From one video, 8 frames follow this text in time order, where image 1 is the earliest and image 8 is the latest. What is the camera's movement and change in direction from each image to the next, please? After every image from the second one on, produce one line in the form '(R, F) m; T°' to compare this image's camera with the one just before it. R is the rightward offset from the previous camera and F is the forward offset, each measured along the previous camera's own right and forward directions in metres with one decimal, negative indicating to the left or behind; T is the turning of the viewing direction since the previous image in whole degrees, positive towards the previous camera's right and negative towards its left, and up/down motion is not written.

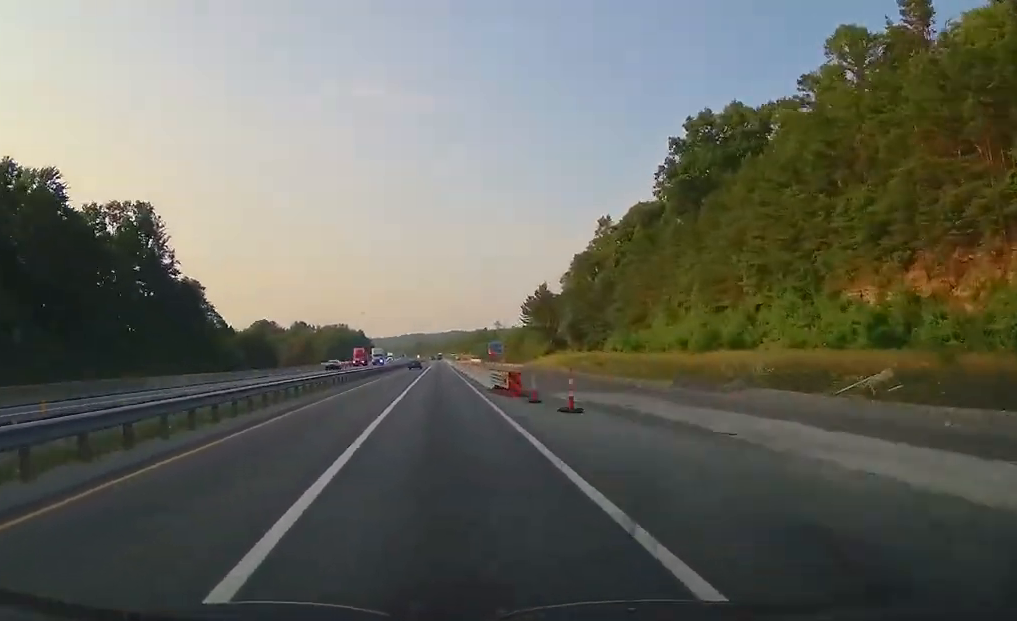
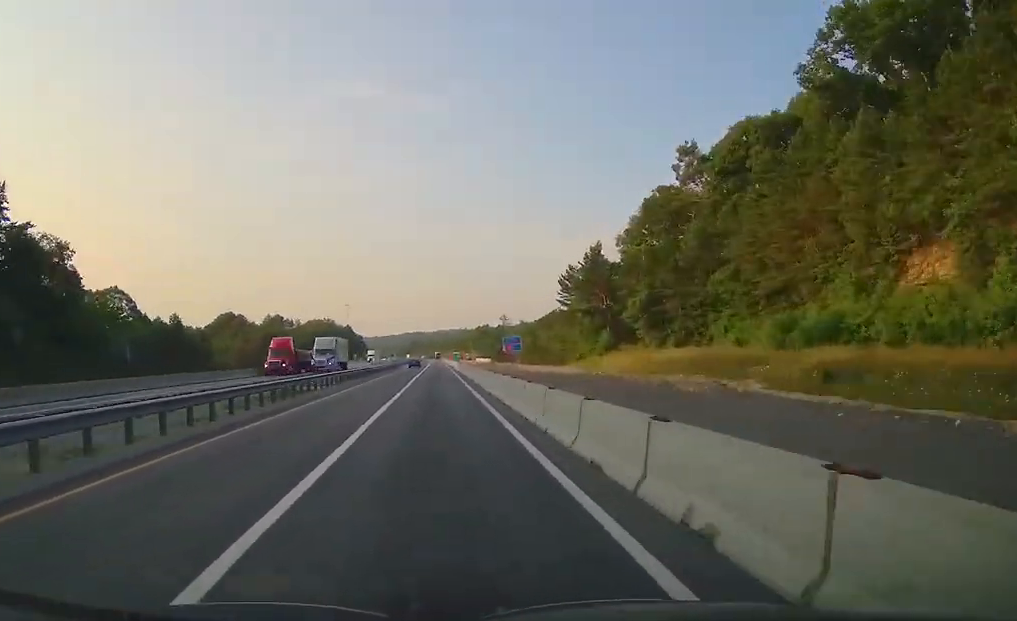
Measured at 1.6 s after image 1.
(0.0, +50.9) m; 0°
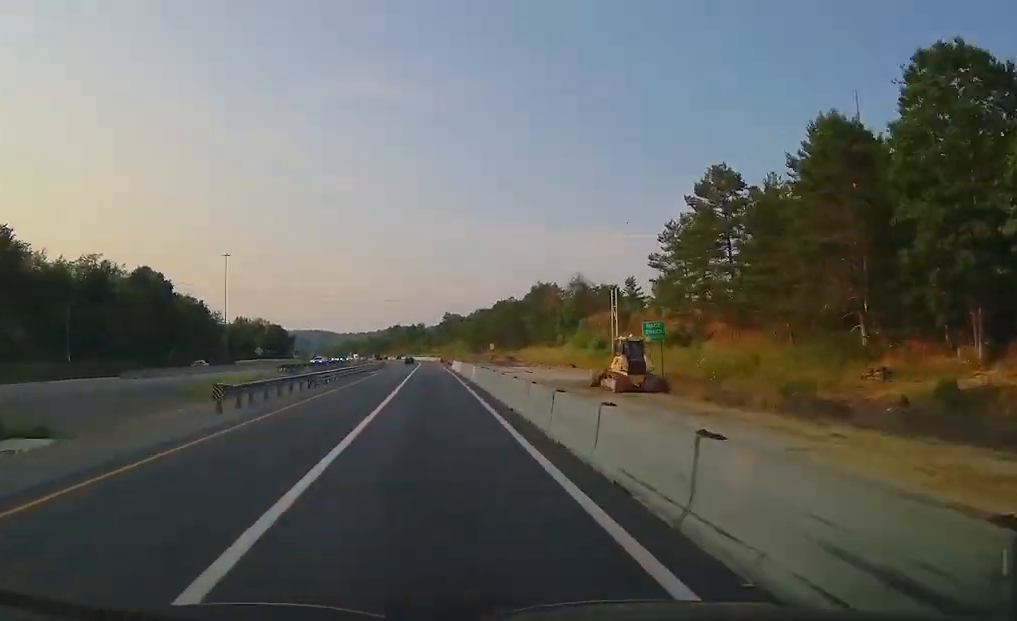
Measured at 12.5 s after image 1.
(-0.9, +353.5) m; -1°
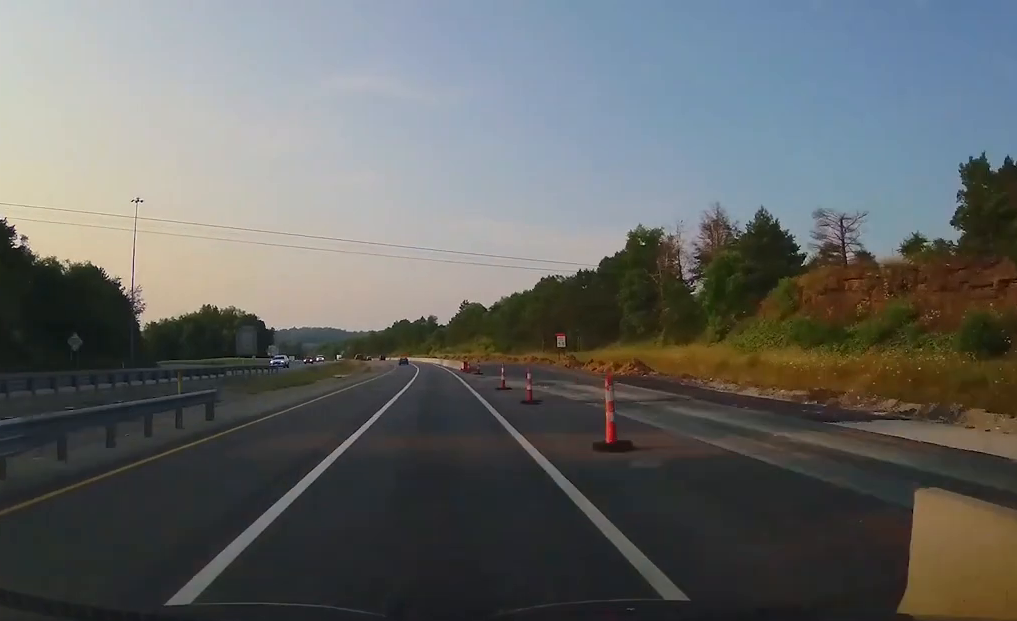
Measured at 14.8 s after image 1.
(-0.8, +70.1) m; -2°
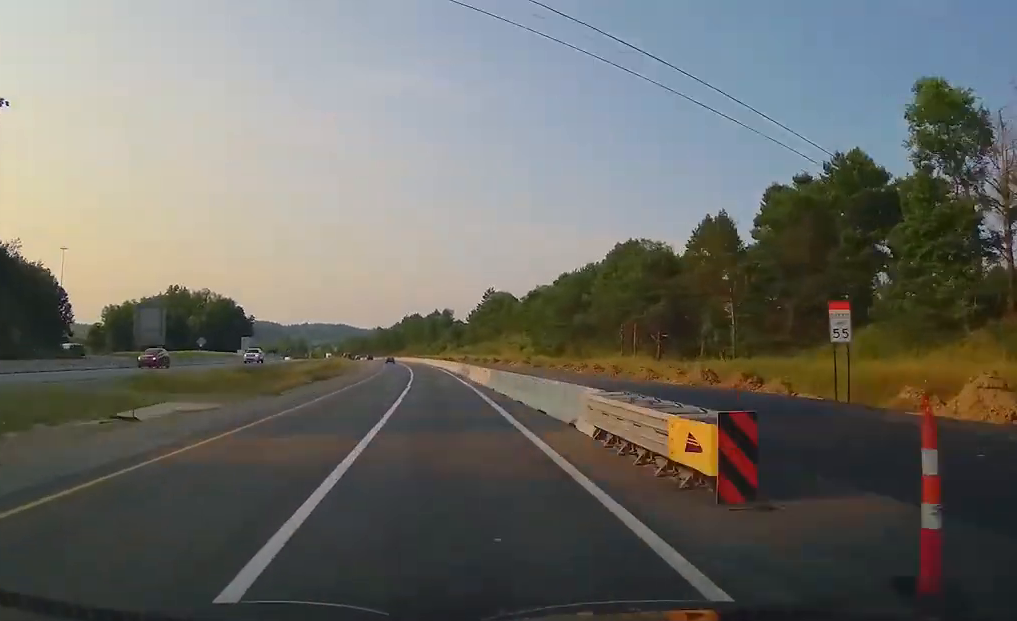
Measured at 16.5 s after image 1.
(+1.0, +53.8) m; -1°
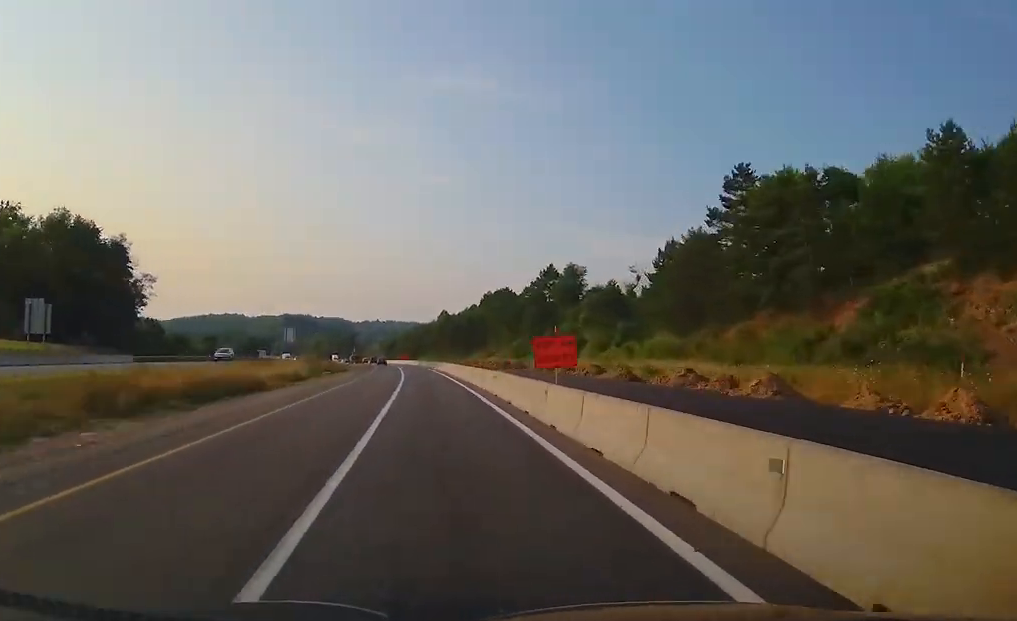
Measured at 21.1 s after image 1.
(-8.0, +140.0) m; -7°
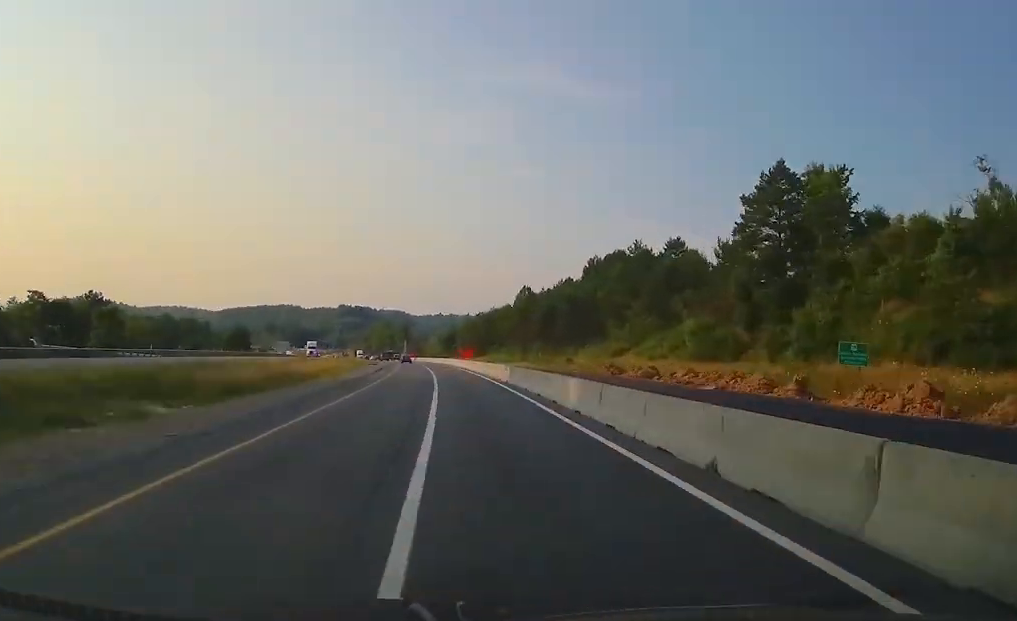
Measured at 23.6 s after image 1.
(-3.9, +74.3) m; -4°
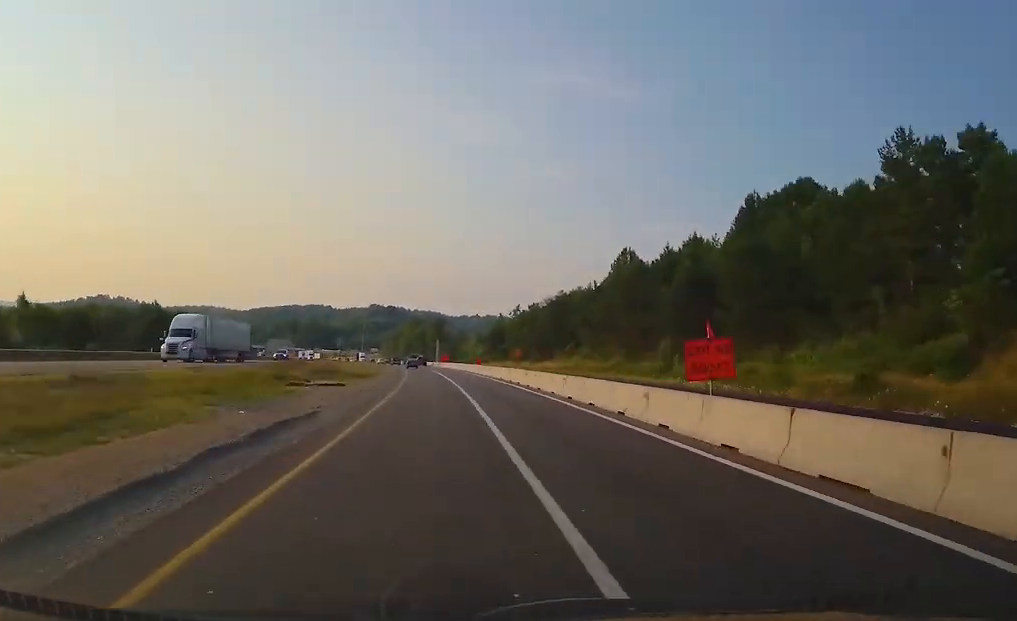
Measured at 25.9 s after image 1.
(-2.1, +65.8) m; -3°
